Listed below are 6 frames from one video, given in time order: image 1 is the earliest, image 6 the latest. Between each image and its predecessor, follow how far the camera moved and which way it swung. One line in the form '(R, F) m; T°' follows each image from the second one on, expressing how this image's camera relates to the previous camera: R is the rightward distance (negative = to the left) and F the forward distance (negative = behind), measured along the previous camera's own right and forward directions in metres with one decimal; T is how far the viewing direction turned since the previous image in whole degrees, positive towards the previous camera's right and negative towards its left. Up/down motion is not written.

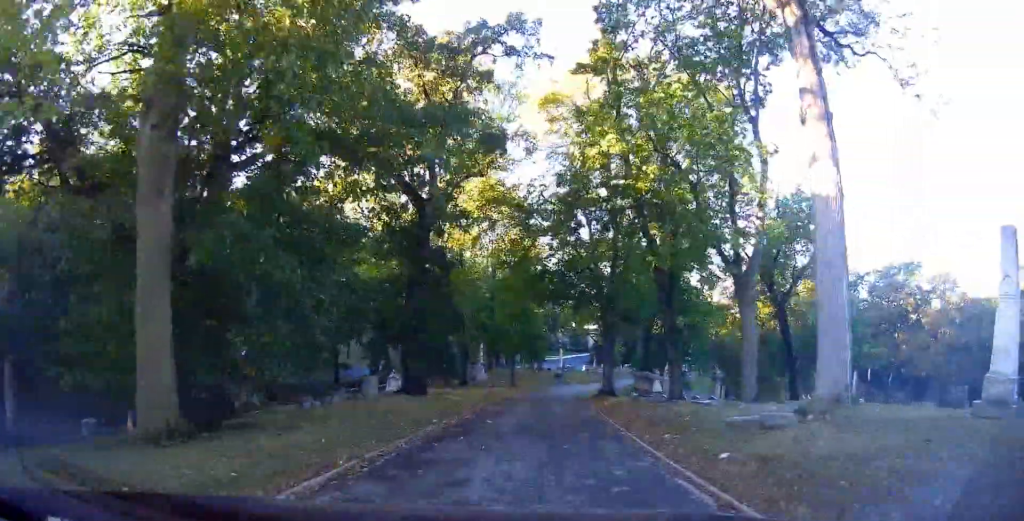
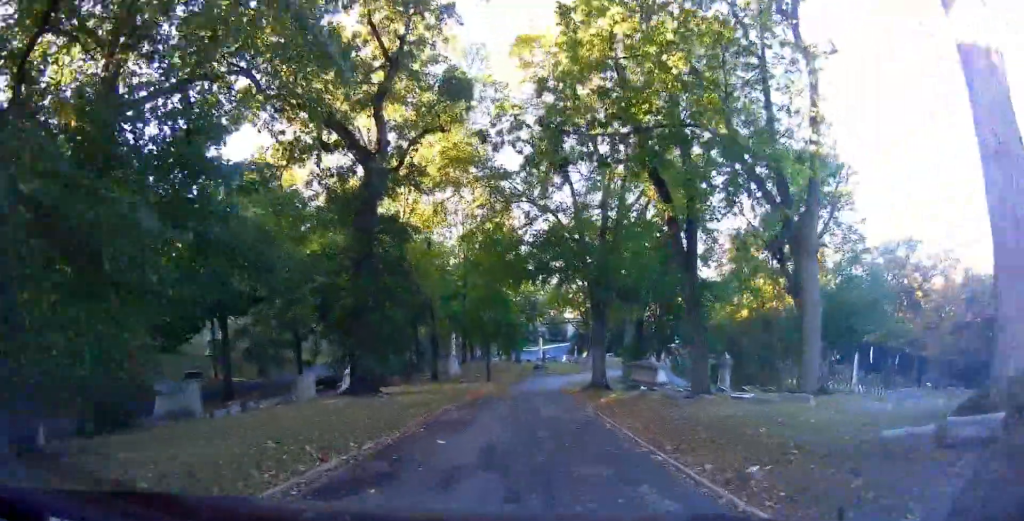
(-0.3, +6.1) m; +3°
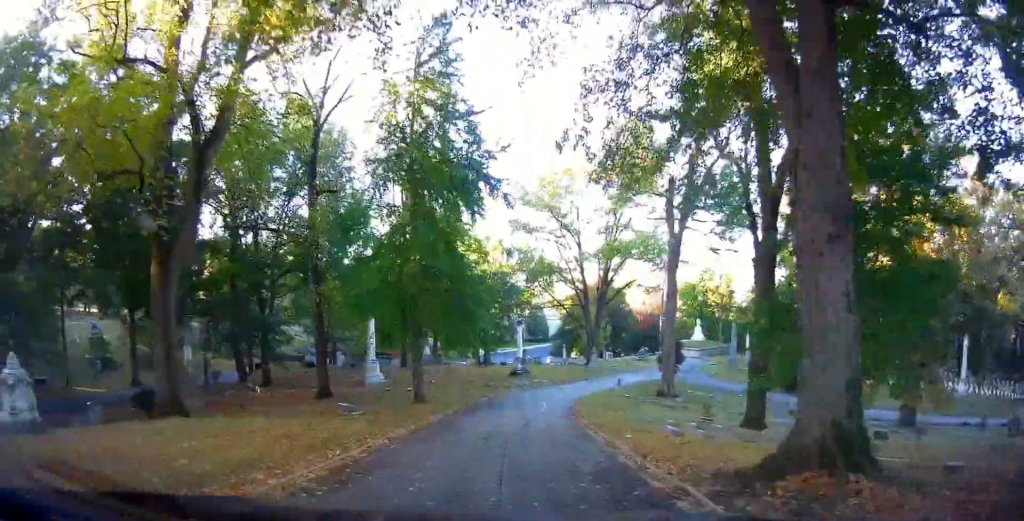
(+0.2, +27.7) m; -2°
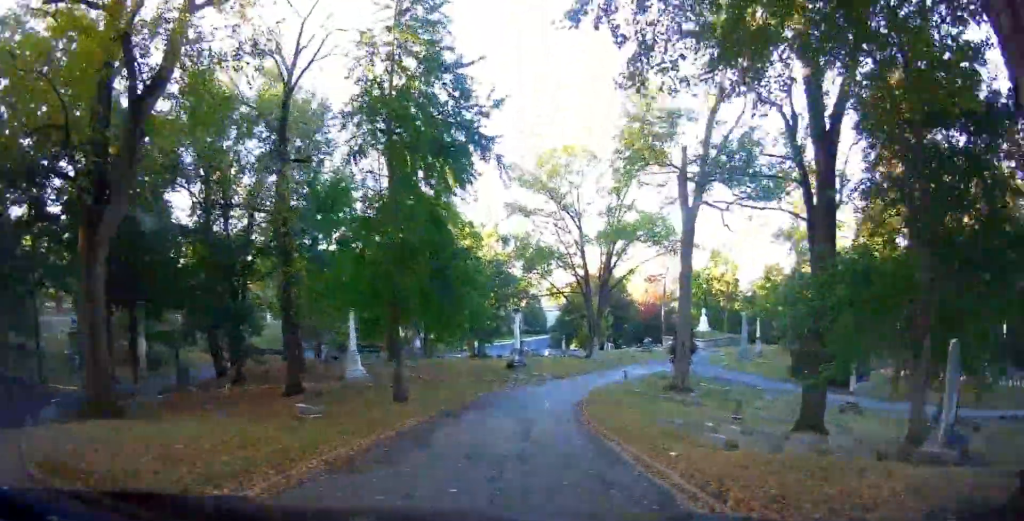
(+0.2, +4.6) m; +2°
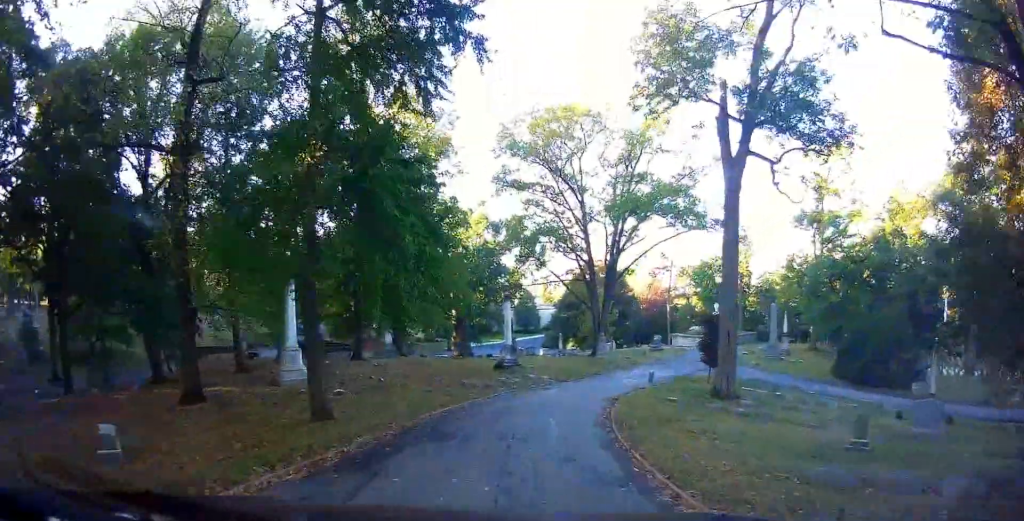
(-0.4, +9.5) m; -2°
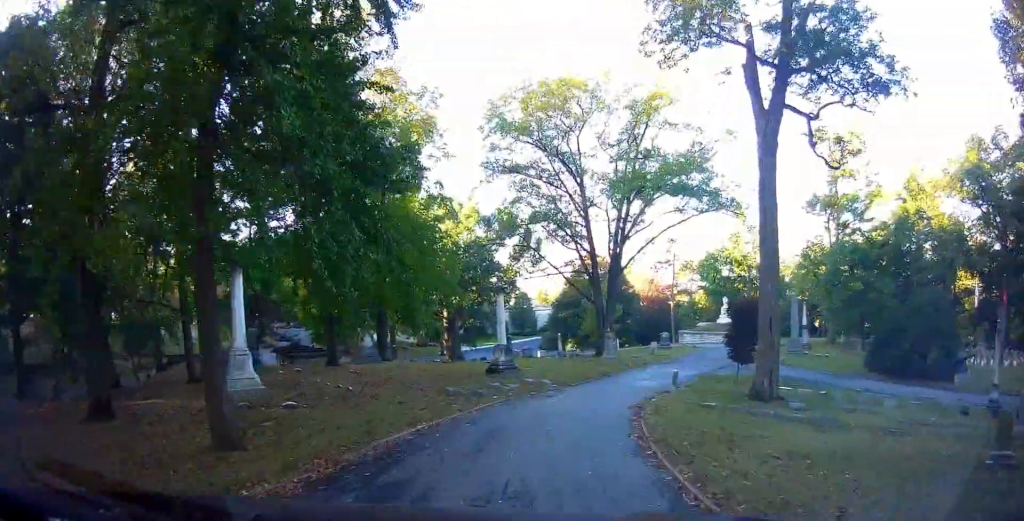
(-0.2, +5.0) m; +4°
